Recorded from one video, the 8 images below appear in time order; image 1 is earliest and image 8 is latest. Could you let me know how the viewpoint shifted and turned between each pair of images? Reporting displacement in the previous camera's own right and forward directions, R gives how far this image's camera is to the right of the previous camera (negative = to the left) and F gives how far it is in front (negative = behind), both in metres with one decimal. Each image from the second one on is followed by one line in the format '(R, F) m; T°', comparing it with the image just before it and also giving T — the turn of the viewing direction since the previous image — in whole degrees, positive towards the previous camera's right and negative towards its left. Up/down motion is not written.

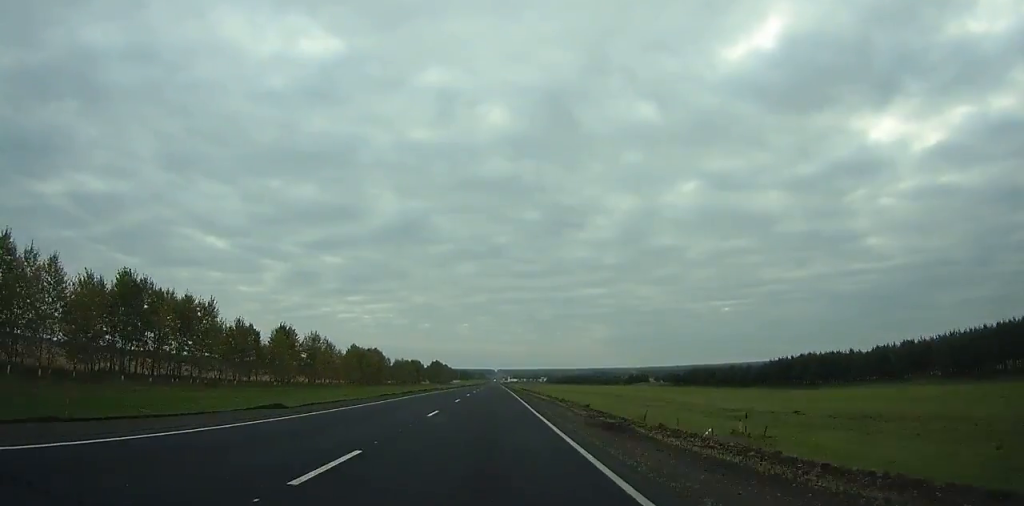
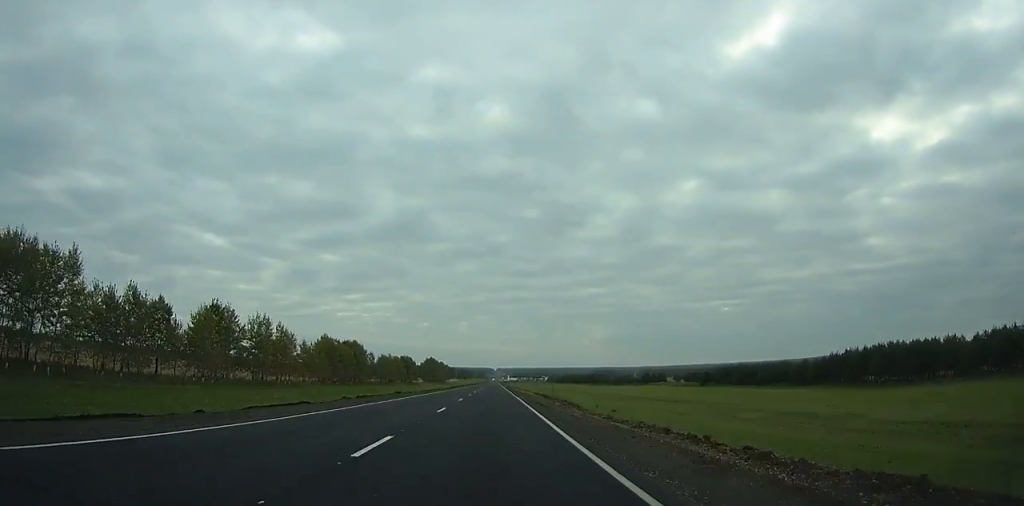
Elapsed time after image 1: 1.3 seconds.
(+0.1, +36.1) m; 0°
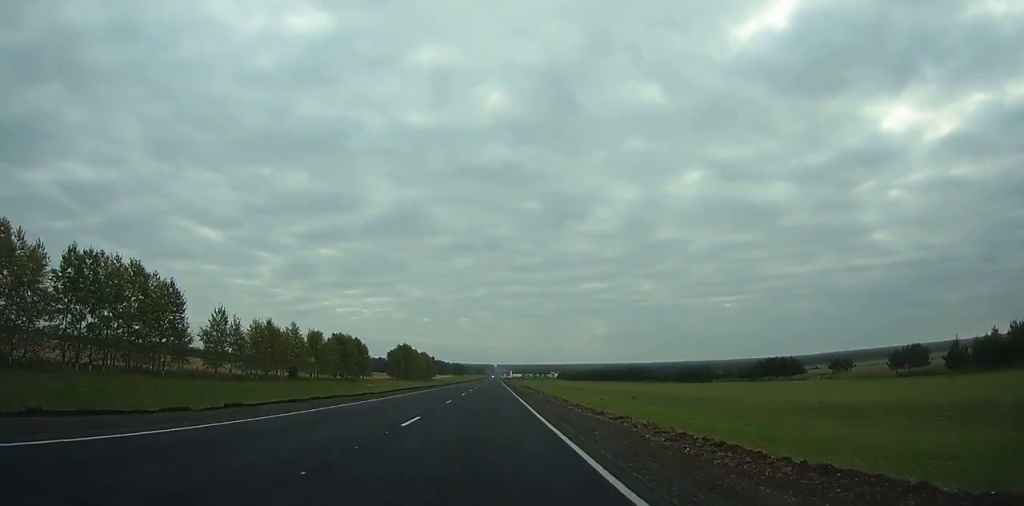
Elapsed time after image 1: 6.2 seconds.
(-2.3, +138.9) m; -2°
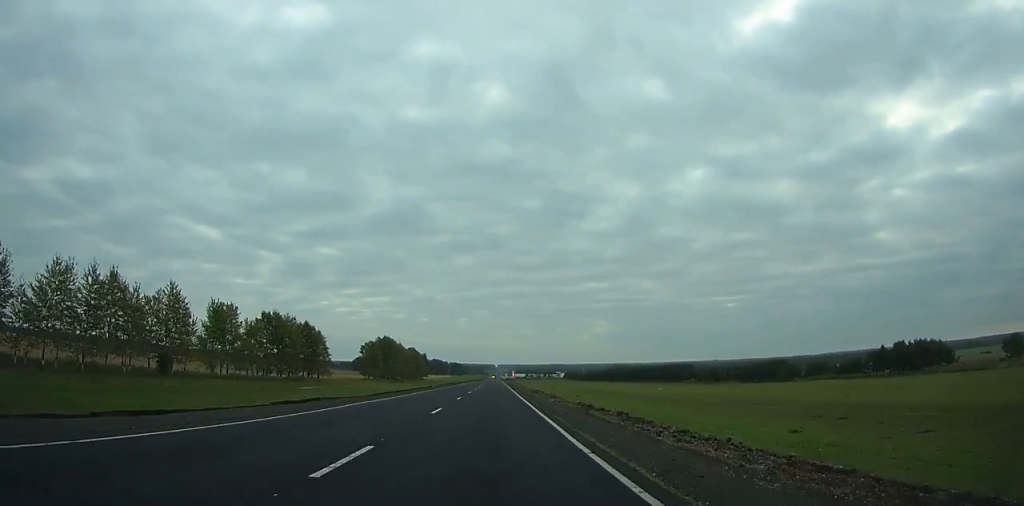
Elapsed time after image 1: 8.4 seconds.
(-3.8, +62.0) m; +3°
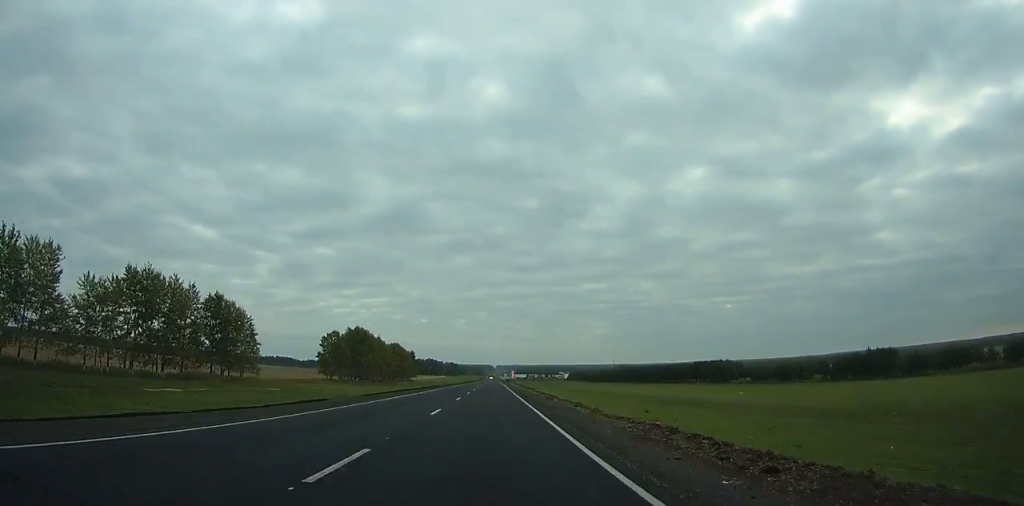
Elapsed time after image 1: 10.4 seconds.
(+5.7, +44.8) m; +3°
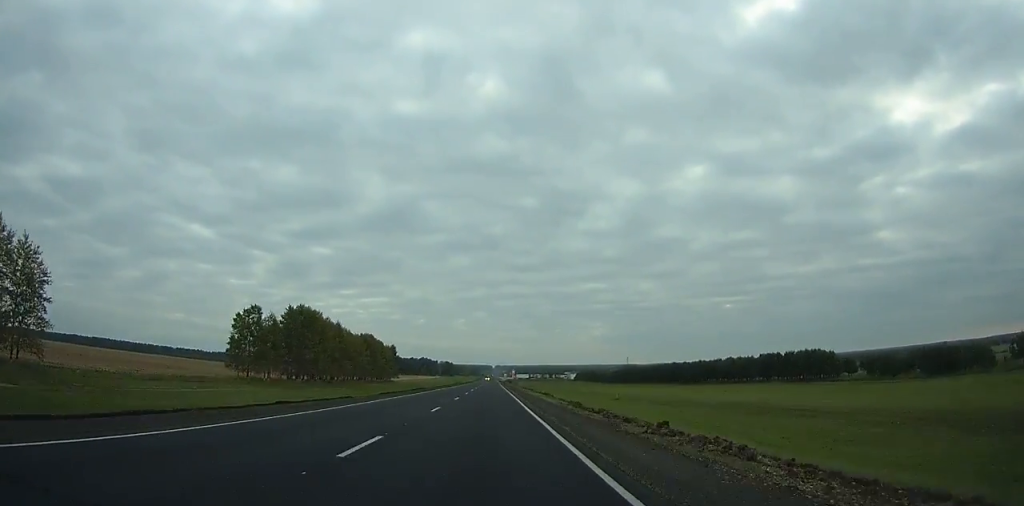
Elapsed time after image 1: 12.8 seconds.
(+1.3, +54.0) m; 0°
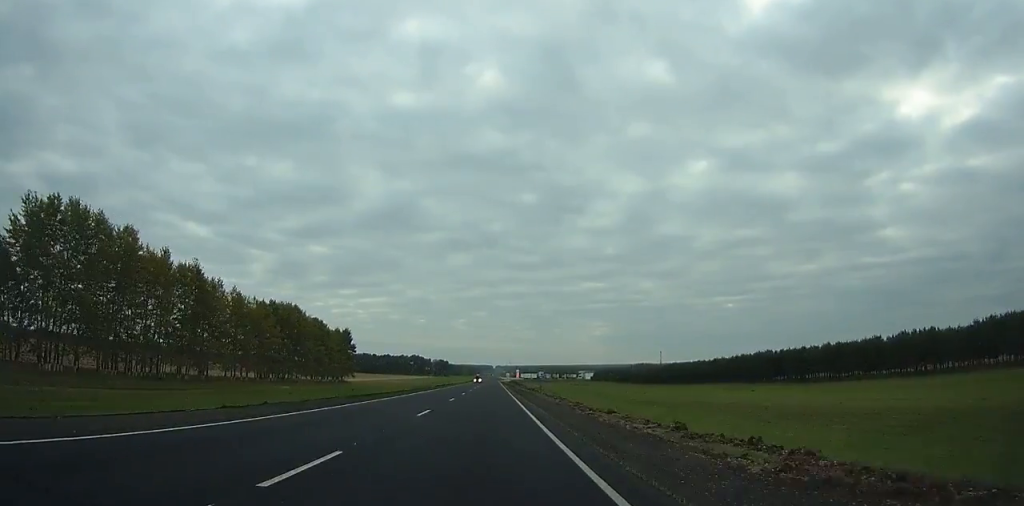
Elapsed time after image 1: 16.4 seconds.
(-3.9, +82.6) m; -3°
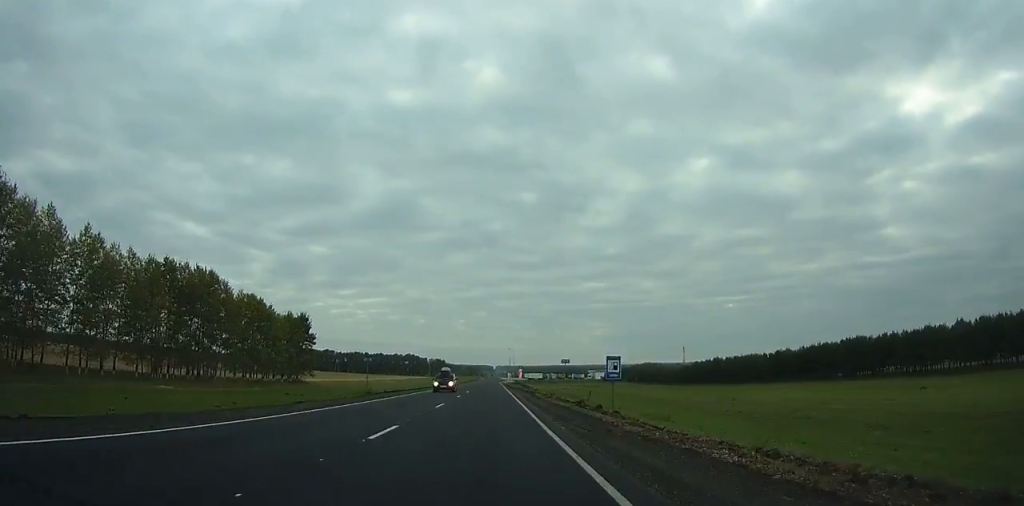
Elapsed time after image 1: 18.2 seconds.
(0.0, +41.6) m; 0°
